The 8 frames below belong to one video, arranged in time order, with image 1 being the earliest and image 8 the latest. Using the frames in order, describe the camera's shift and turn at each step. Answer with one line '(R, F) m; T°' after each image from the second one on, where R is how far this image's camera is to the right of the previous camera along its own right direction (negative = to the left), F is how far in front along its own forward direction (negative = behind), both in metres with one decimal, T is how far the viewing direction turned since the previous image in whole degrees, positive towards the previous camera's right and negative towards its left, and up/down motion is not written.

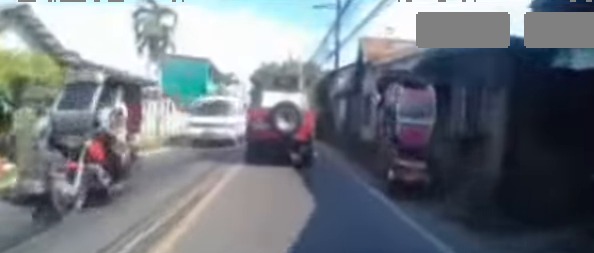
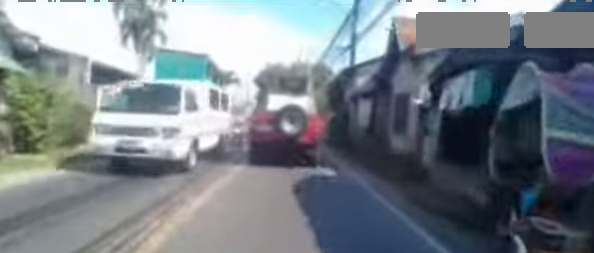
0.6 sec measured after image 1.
(0.0, +3.0) m; -1°
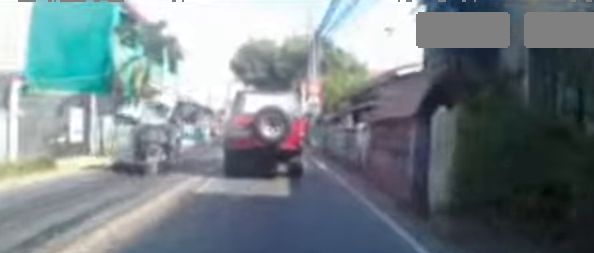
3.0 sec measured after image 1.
(-0.2, +11.5) m; -1°
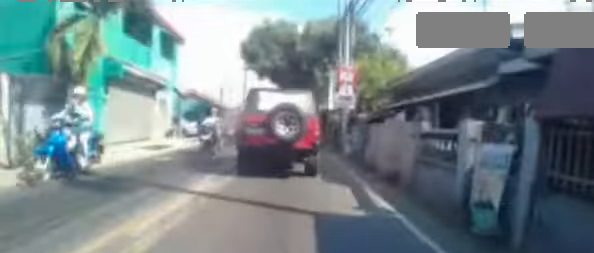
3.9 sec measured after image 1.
(0.0, +4.0) m; 0°
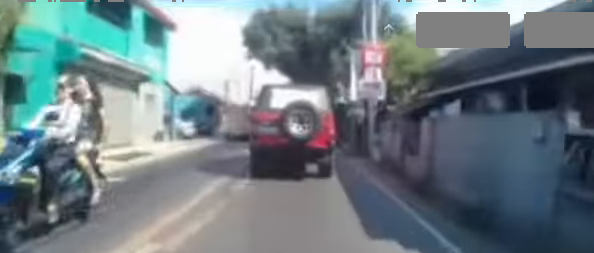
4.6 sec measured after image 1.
(0.0, +2.8) m; 0°
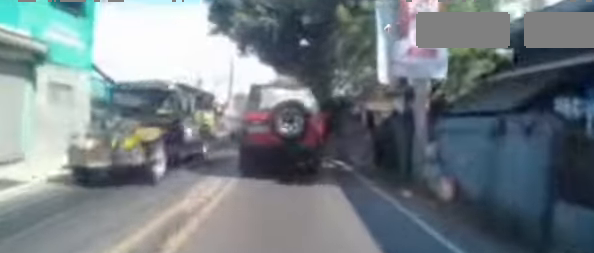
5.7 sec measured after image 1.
(0.0, +4.9) m; -4°
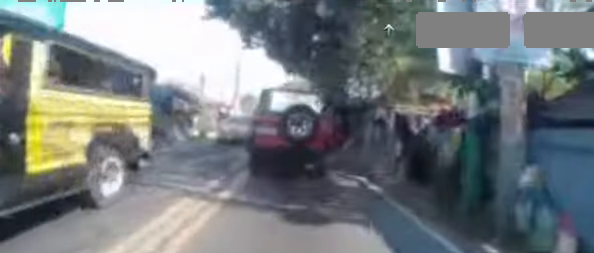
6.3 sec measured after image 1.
(+0.1, +2.2) m; -4°
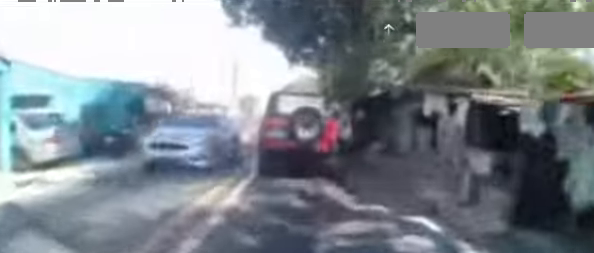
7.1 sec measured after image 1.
(-0.5, +3.3) m; +2°
